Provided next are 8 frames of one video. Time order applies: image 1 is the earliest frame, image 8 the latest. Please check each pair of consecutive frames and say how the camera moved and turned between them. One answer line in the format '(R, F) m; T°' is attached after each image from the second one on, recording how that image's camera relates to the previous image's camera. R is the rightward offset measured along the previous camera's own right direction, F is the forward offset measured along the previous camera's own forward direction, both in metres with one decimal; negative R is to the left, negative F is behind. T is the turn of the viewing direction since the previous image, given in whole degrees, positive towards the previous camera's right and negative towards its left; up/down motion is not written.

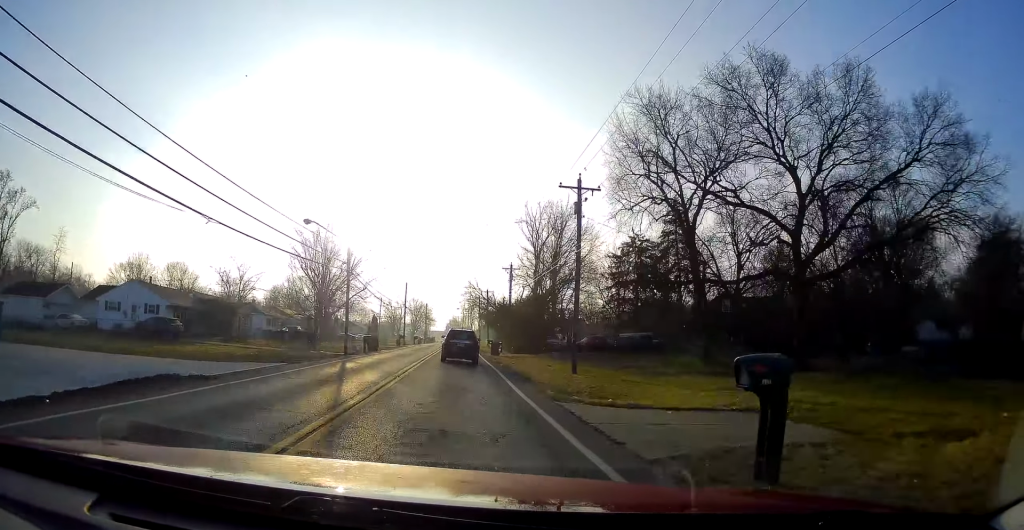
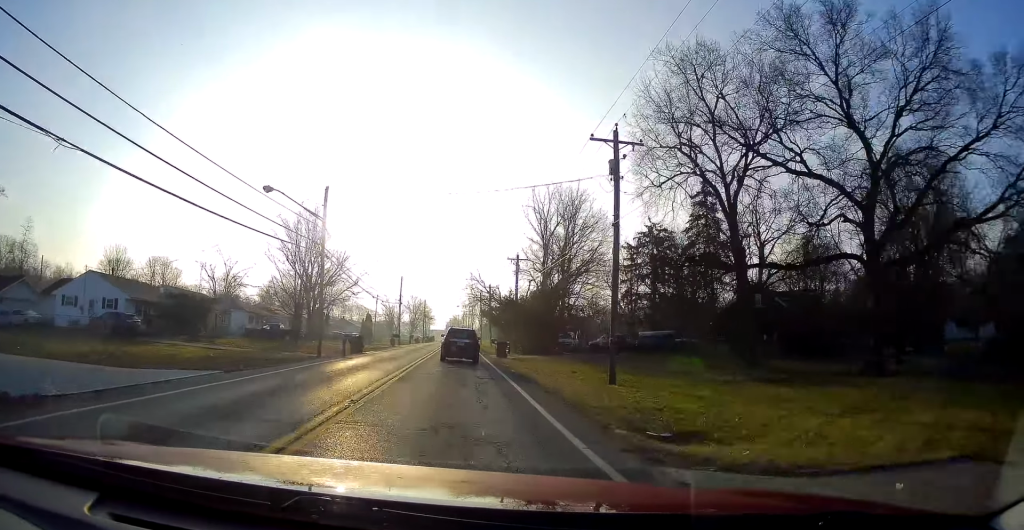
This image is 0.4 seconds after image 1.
(0.0, +7.2) m; 0°
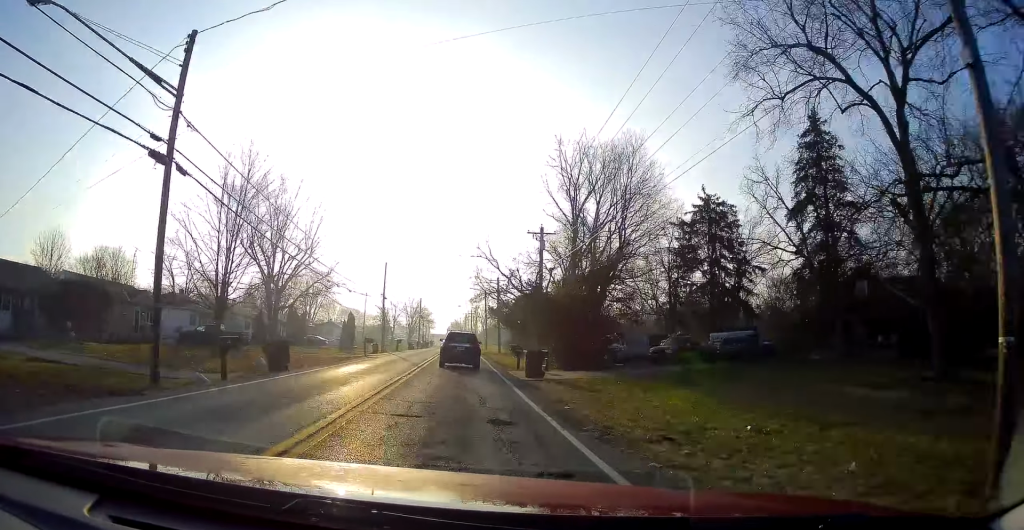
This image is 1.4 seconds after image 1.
(-0.2, +17.1) m; 0°
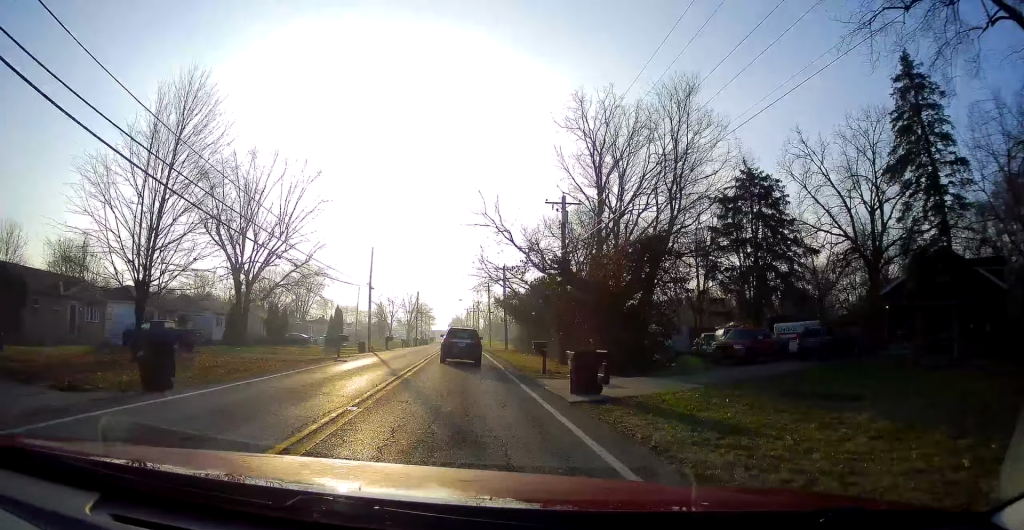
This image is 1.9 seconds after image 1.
(+0.1, +9.2) m; +1°
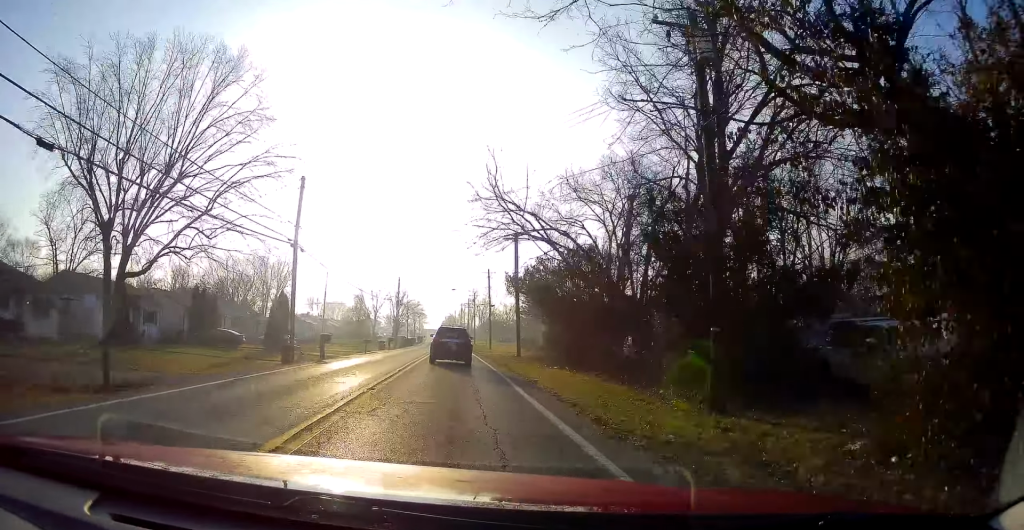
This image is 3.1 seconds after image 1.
(+0.3, +20.9) m; 0°
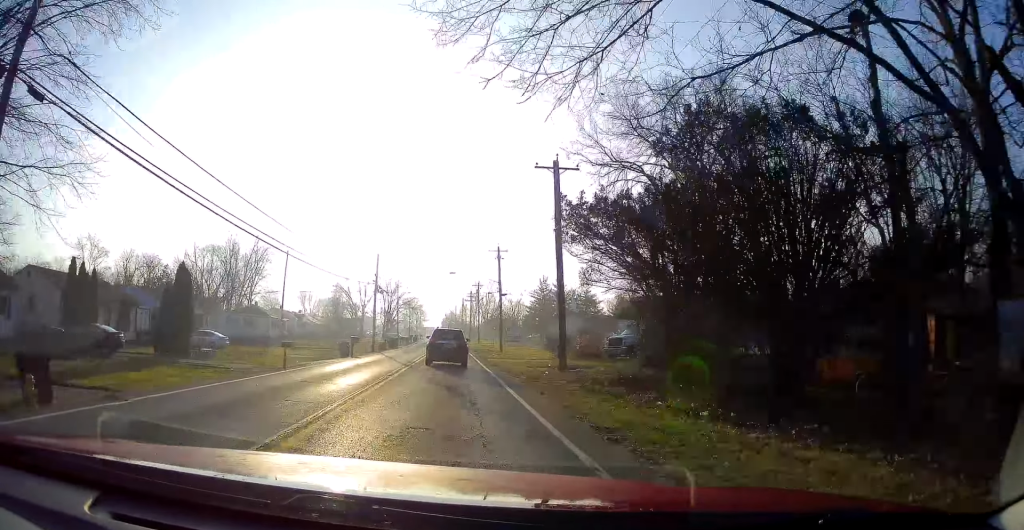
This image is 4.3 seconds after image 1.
(-0.2, +19.8) m; +1°
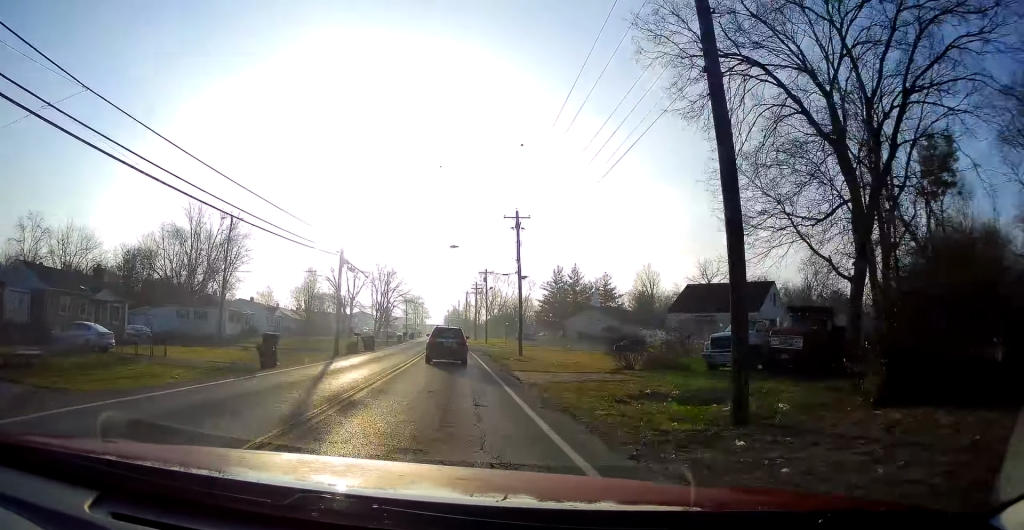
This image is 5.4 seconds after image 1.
(+0.5, +17.1) m; -1°
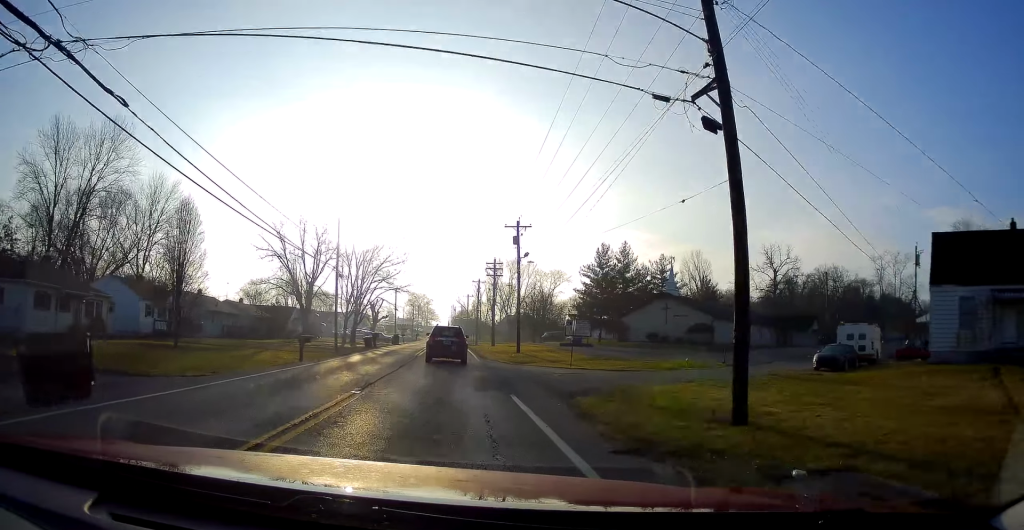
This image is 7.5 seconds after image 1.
(-1.1, +35.3) m; -1°
